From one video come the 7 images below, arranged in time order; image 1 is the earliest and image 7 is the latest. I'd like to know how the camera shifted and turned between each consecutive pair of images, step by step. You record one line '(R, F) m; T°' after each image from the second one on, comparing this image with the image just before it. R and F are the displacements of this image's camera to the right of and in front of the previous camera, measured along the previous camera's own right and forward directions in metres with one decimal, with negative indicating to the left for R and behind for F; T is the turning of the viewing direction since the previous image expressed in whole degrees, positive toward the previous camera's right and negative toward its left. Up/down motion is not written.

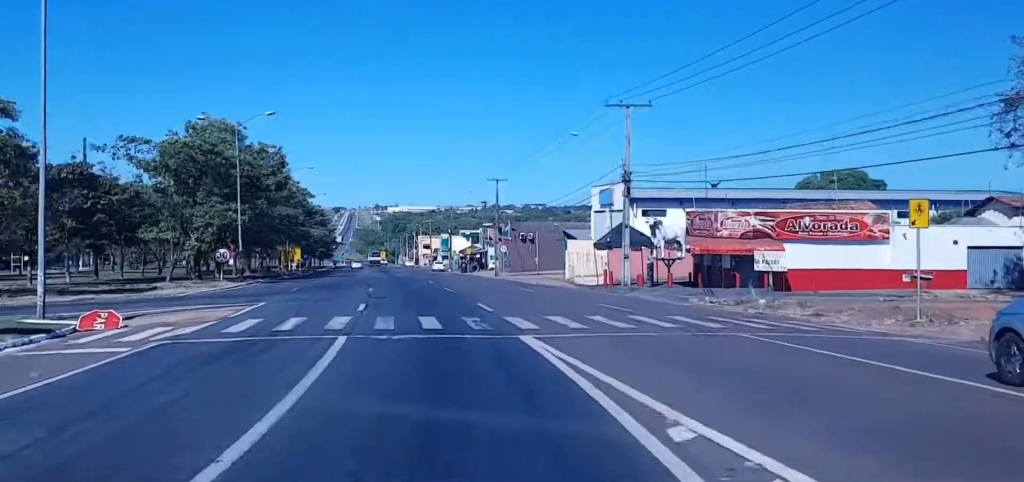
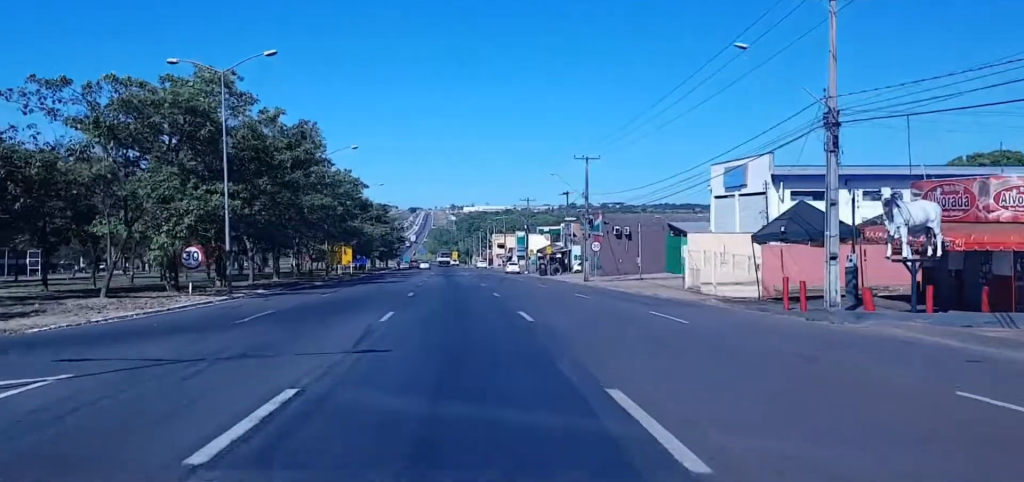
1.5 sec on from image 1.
(-0.9, +20.5) m; -7°
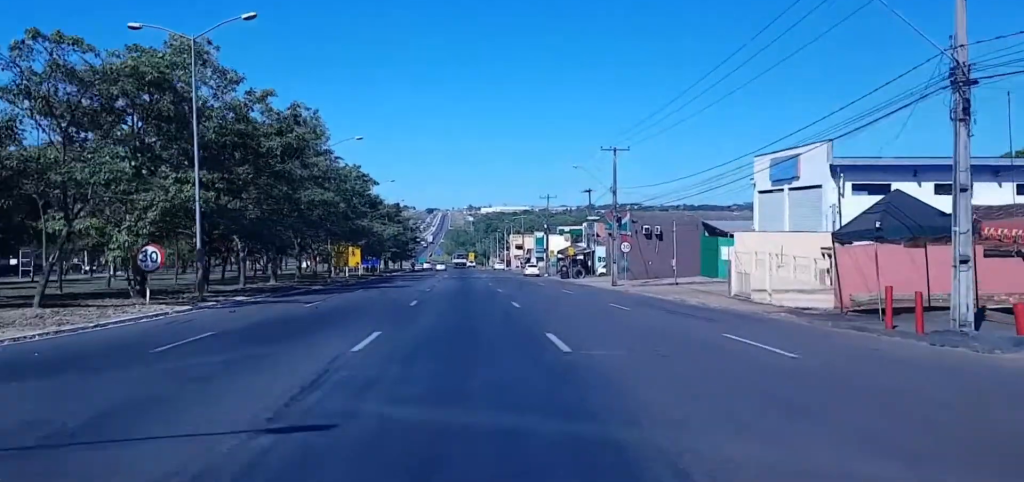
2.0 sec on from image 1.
(-0.2, +7.0) m; -2°
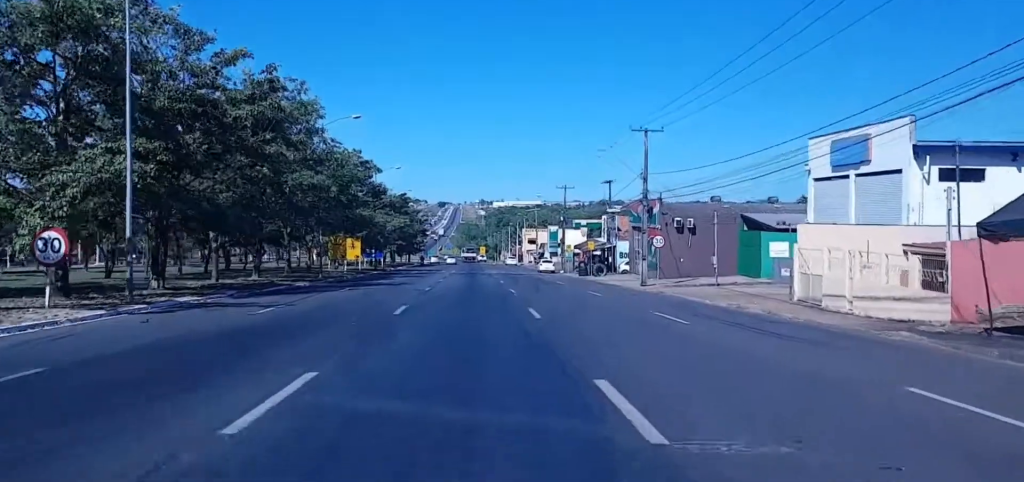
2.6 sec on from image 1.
(-0.4, +8.4) m; -2°
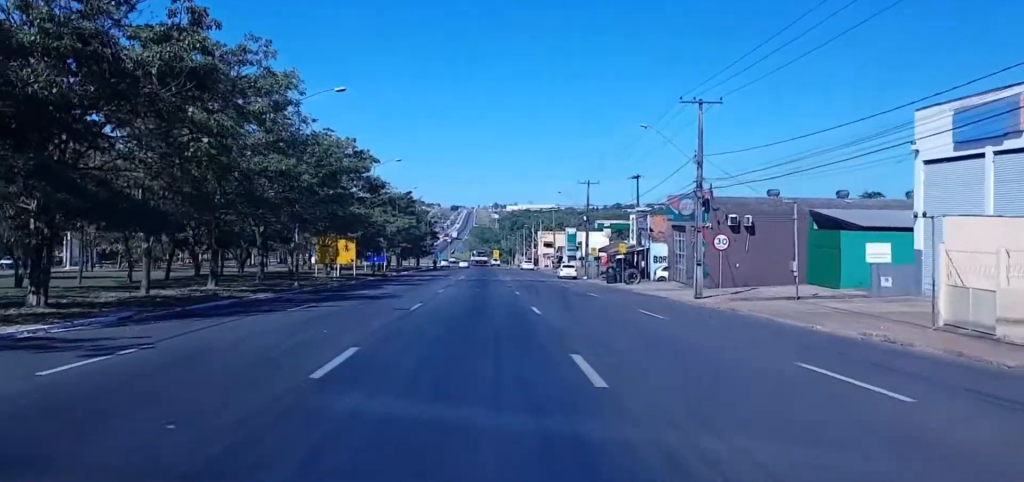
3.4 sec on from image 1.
(-0.1, +12.2) m; -3°
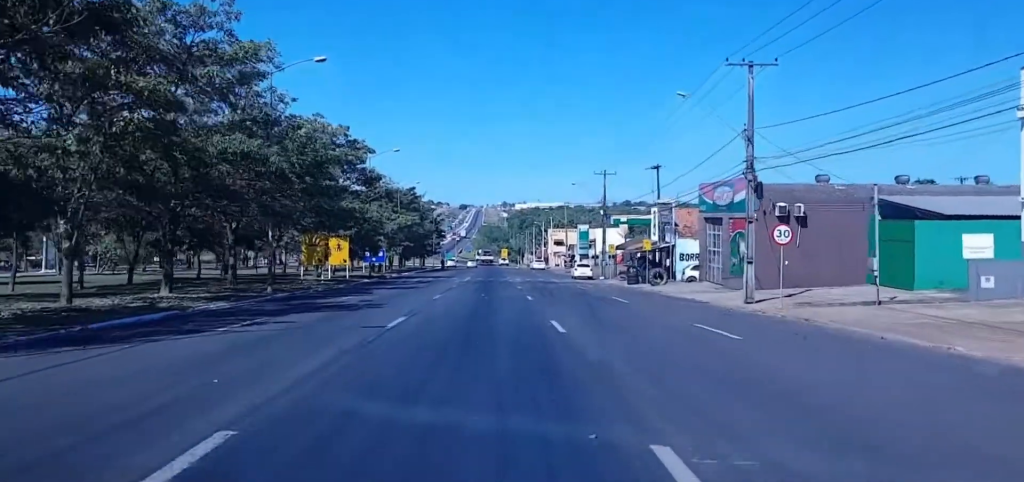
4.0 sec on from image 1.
(-0.1, +8.1) m; -1°
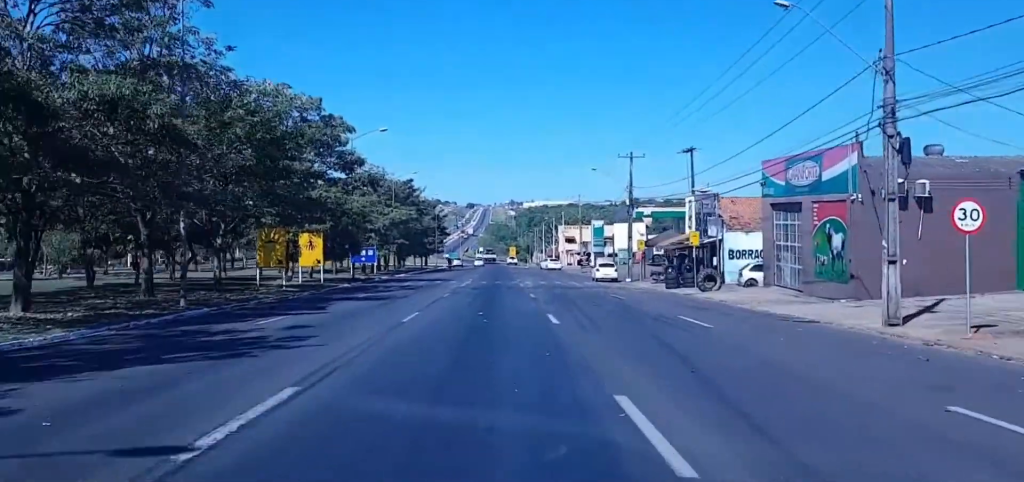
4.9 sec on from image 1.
(-0.4, +13.4) m; 0°
